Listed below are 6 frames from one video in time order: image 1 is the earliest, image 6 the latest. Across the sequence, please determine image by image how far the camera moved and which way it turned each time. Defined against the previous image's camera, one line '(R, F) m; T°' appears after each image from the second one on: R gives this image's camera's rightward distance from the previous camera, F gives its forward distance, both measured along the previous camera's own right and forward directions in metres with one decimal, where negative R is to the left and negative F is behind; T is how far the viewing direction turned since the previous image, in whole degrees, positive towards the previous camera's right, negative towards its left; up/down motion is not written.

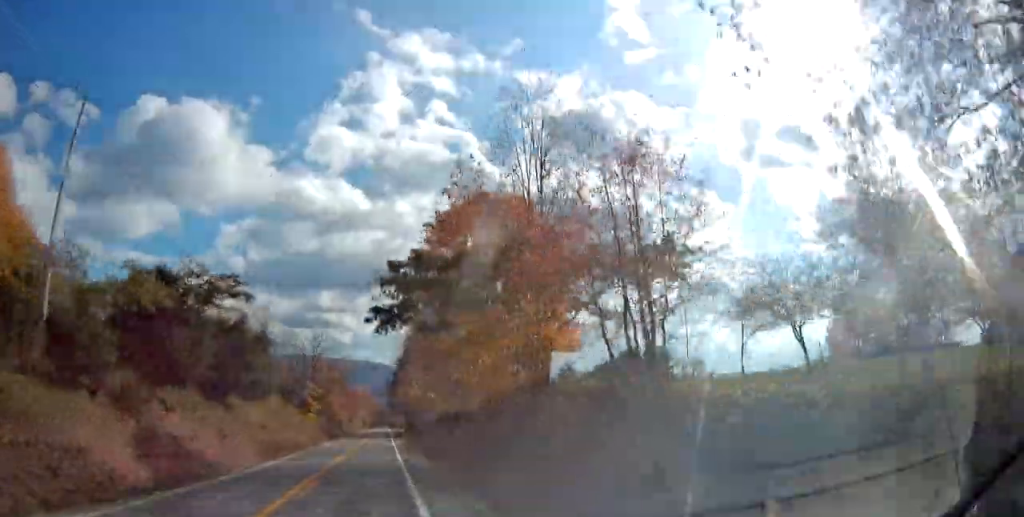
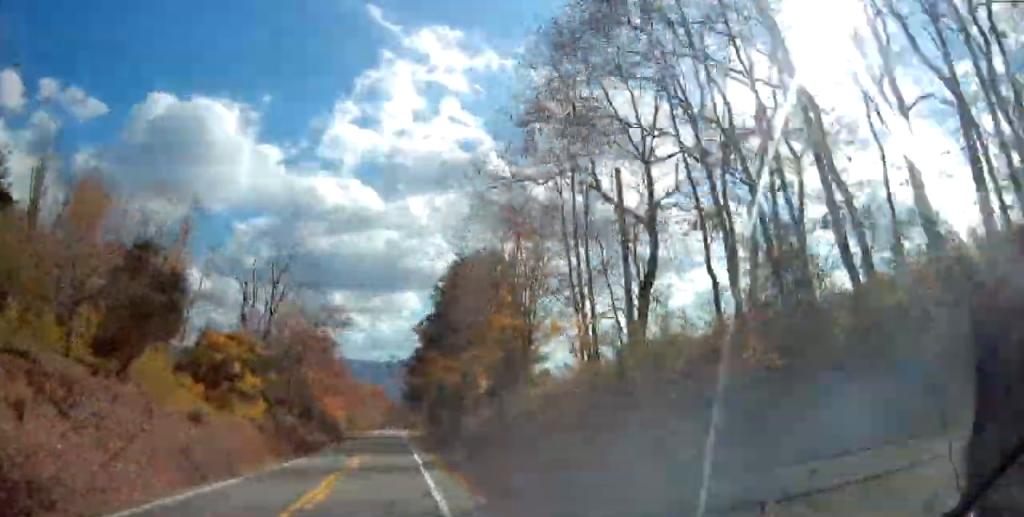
(+1.1, +38.5) m; -3°
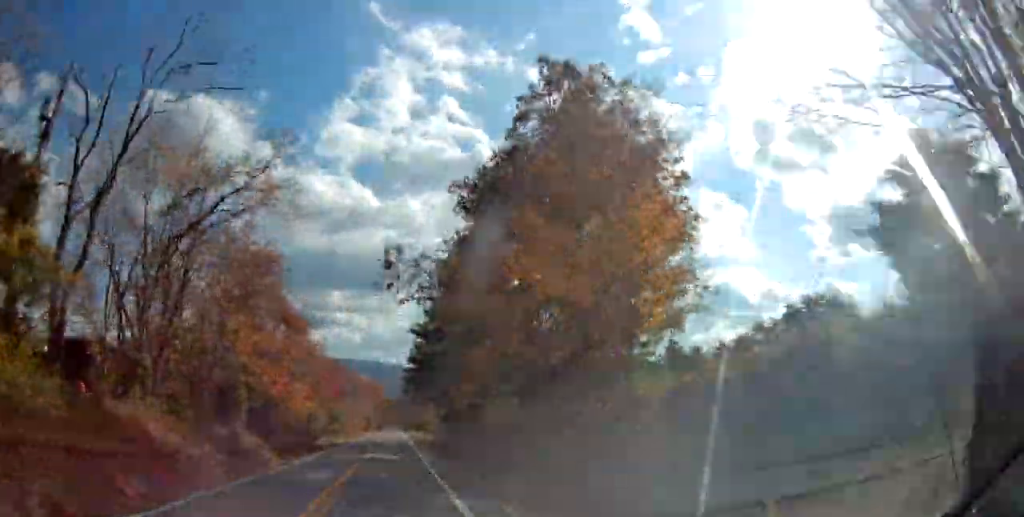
(-2.1, +26.3) m; -1°
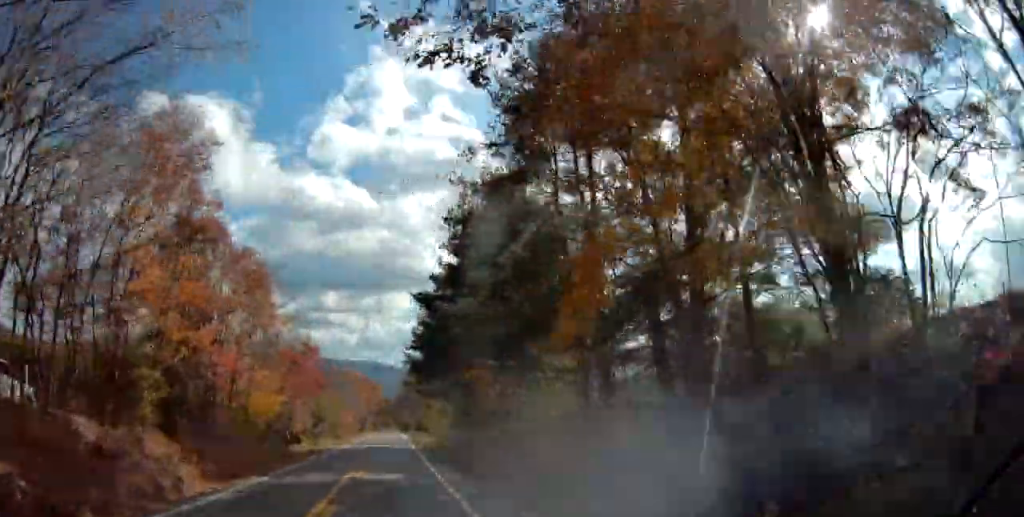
(+0.9, +12.4) m; +2°
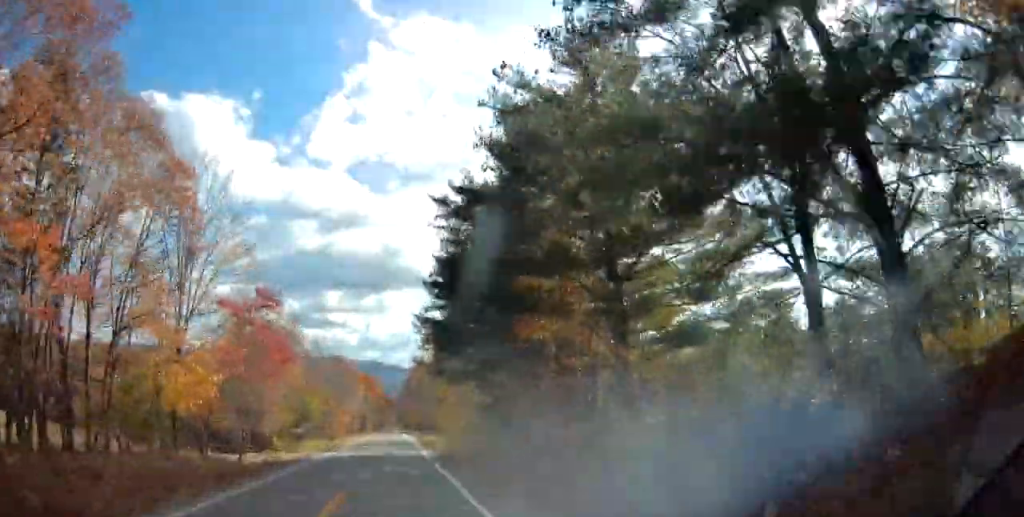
(+0.1, +14.9) m; 0°
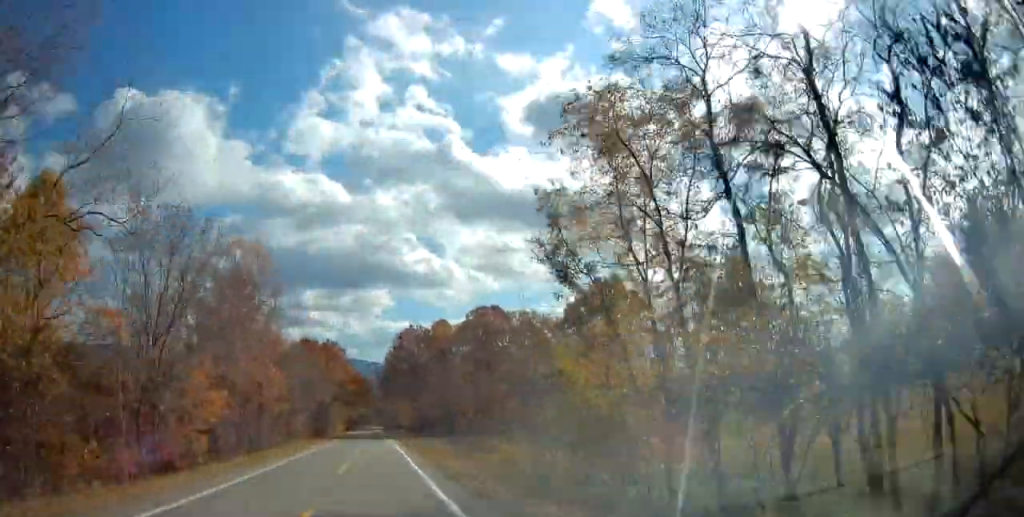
(-0.4, +58.6) m; 0°
